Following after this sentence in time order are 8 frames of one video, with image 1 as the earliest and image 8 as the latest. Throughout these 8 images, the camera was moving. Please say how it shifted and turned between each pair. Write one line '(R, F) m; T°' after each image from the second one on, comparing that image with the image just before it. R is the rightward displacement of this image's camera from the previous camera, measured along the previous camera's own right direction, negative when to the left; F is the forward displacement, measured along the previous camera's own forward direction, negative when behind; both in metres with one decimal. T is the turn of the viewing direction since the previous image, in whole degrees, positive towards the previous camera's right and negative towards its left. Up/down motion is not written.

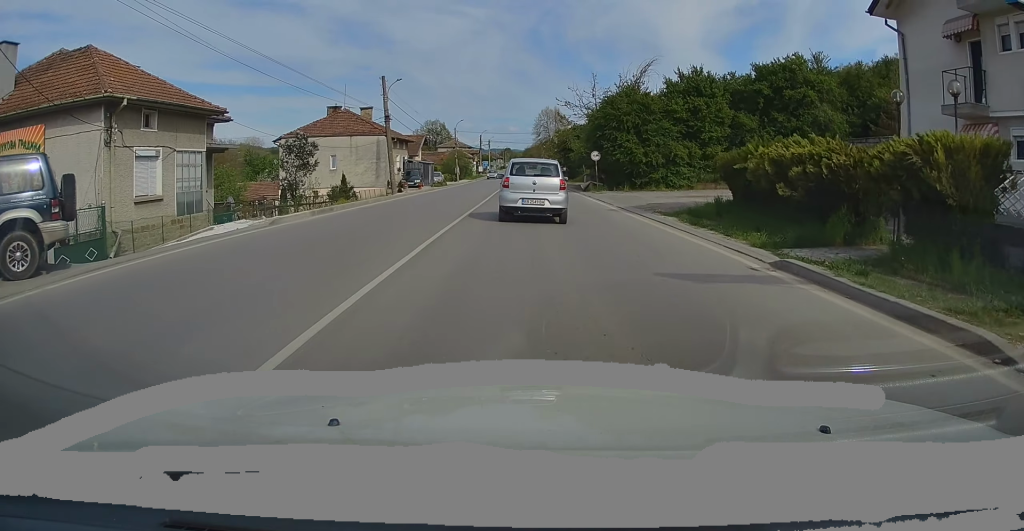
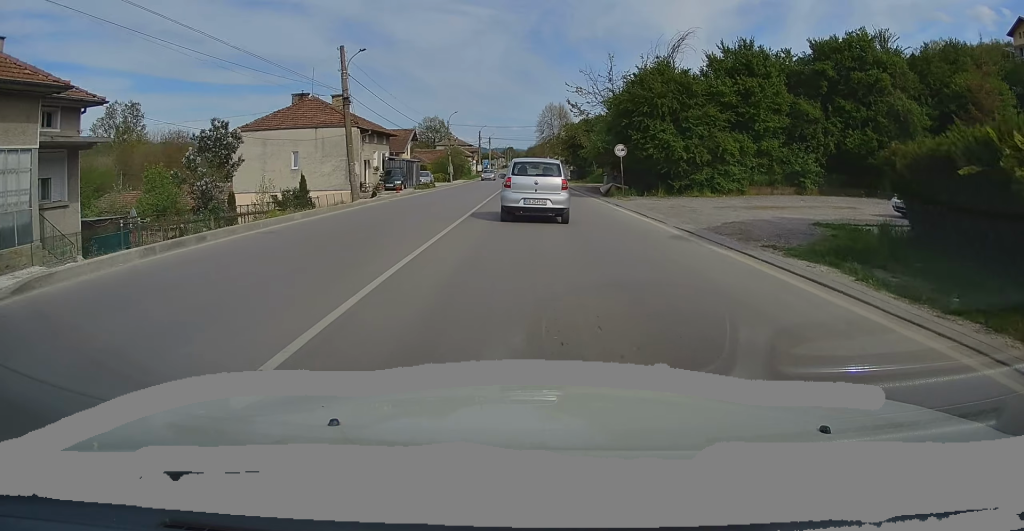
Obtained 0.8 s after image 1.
(-0.1, +9.6) m; -1°
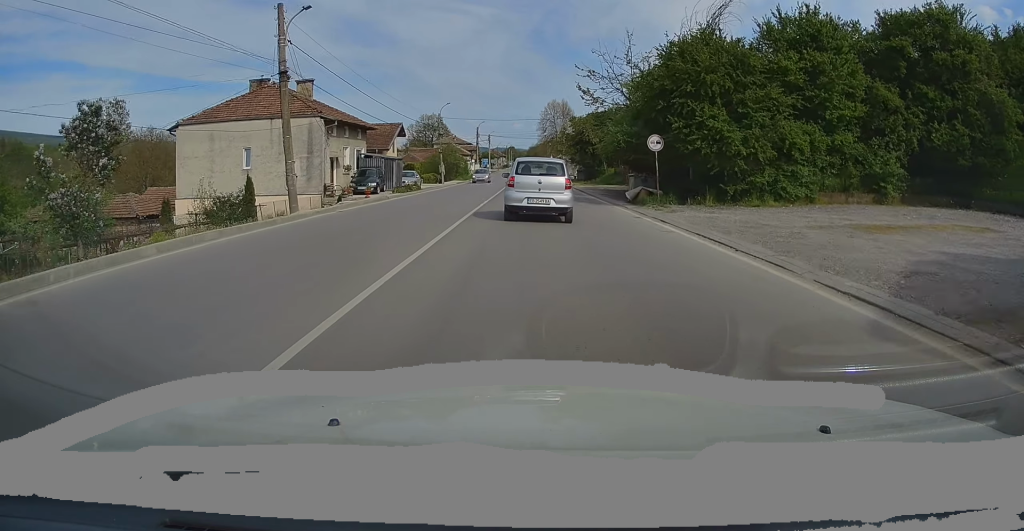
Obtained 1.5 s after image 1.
(-0.1, +8.1) m; -1°
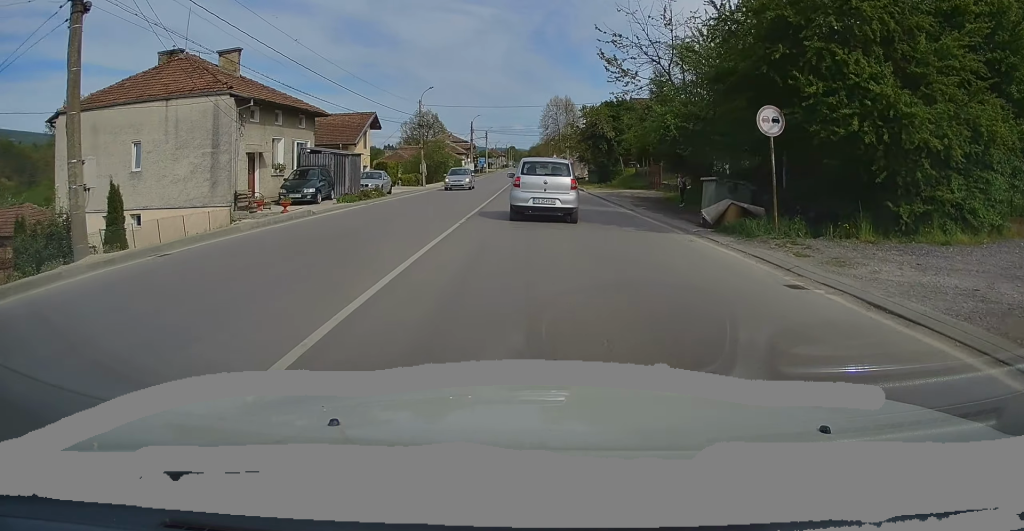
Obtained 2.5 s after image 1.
(0.0, +11.1) m; 0°
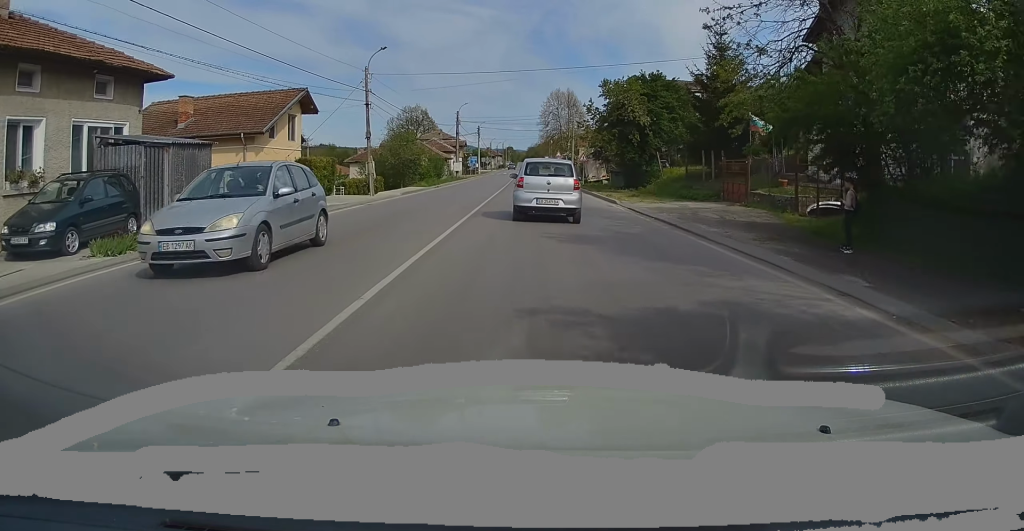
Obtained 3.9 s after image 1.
(+0.1, +15.7) m; +2°
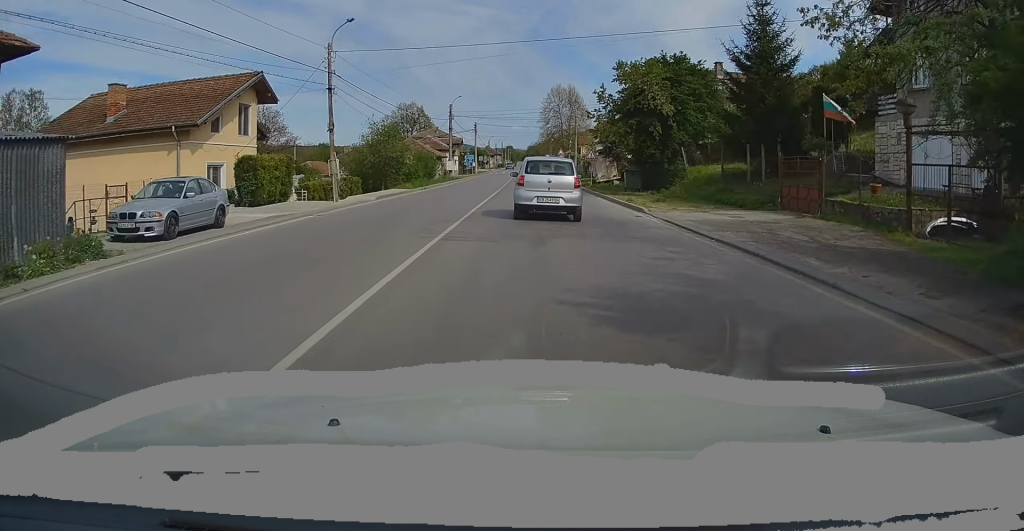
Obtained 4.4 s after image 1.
(0.0, +6.1) m; +1°
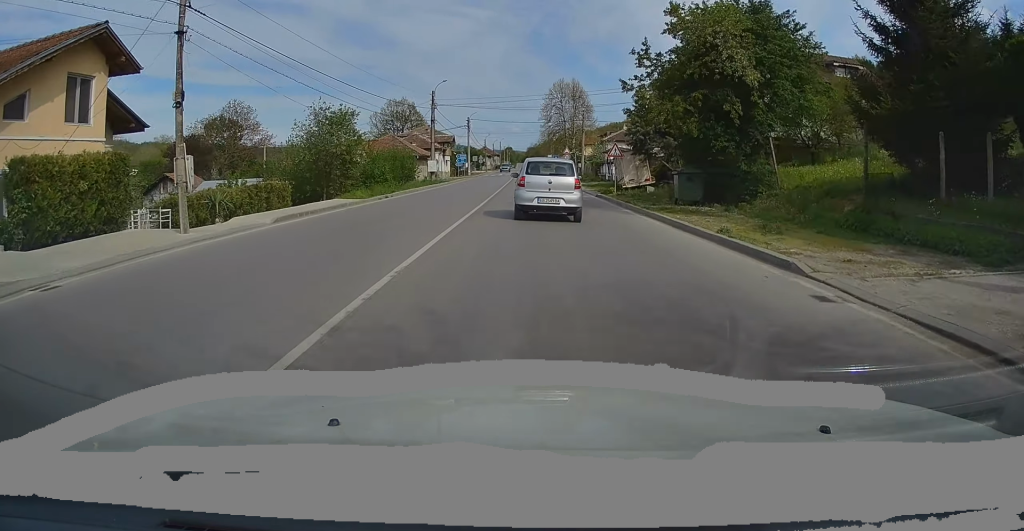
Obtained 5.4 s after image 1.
(+0.2, +11.9) m; -1°
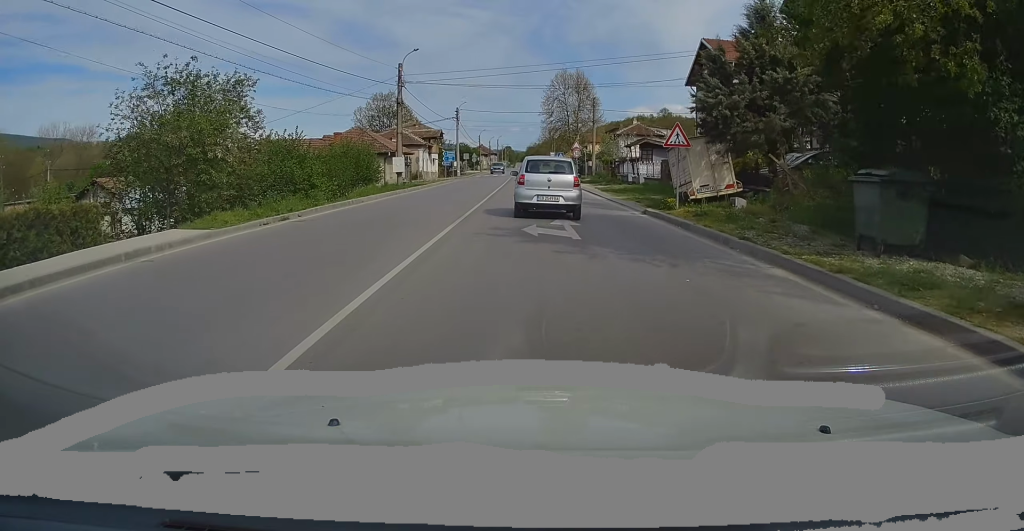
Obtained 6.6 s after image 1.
(-0.4, +13.4) m; -1°
